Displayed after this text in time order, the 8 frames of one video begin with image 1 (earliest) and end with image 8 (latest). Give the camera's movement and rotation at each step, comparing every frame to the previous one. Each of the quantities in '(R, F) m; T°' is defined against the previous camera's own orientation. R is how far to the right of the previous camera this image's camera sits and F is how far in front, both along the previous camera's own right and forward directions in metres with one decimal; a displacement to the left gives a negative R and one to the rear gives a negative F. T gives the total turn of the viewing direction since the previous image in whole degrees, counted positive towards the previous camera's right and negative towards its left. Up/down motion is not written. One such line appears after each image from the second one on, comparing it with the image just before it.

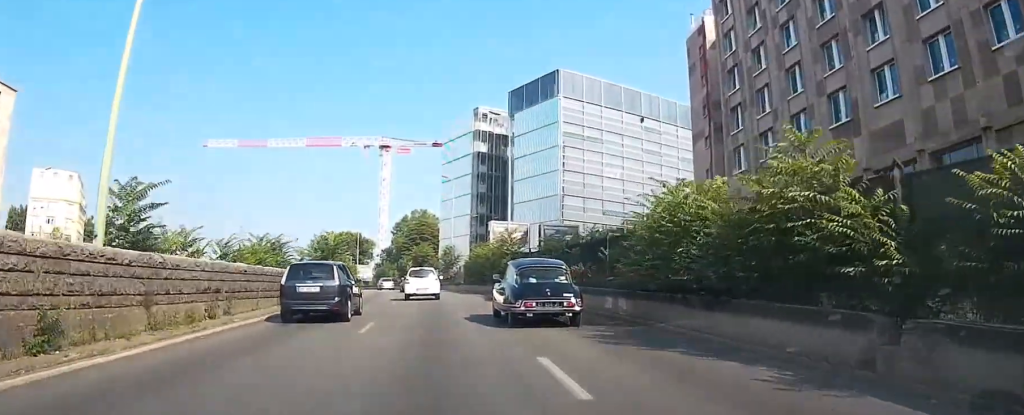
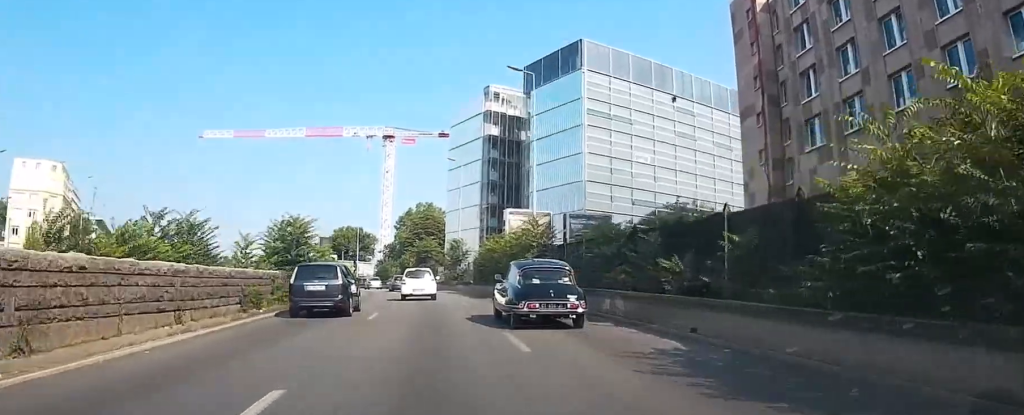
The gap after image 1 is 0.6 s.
(-0.2, +9.9) m; 0°
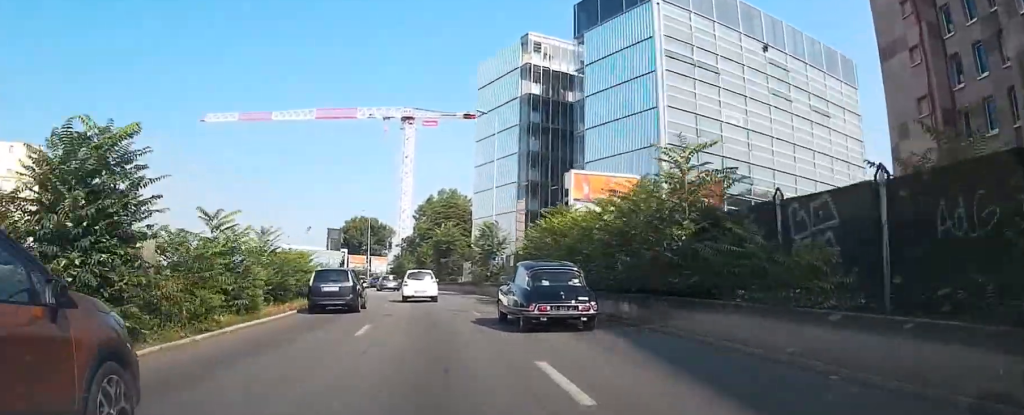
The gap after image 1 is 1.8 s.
(+0.2, +17.6) m; -1°
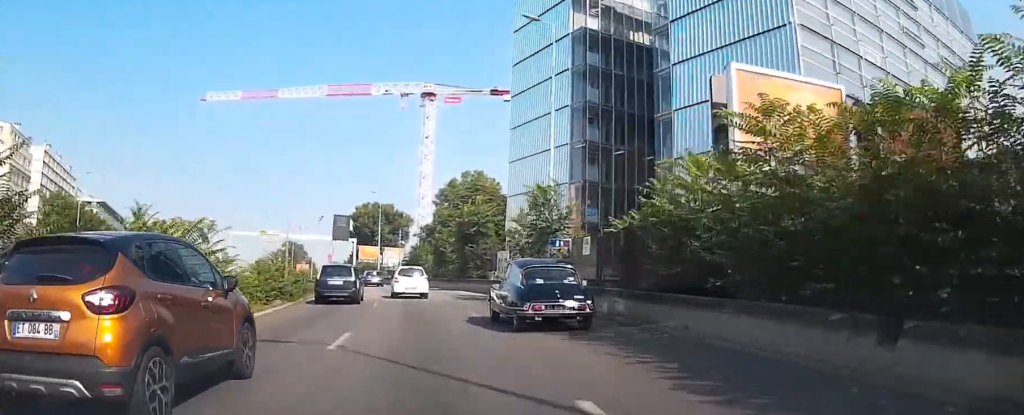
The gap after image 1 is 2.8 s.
(-0.5, +15.9) m; -3°
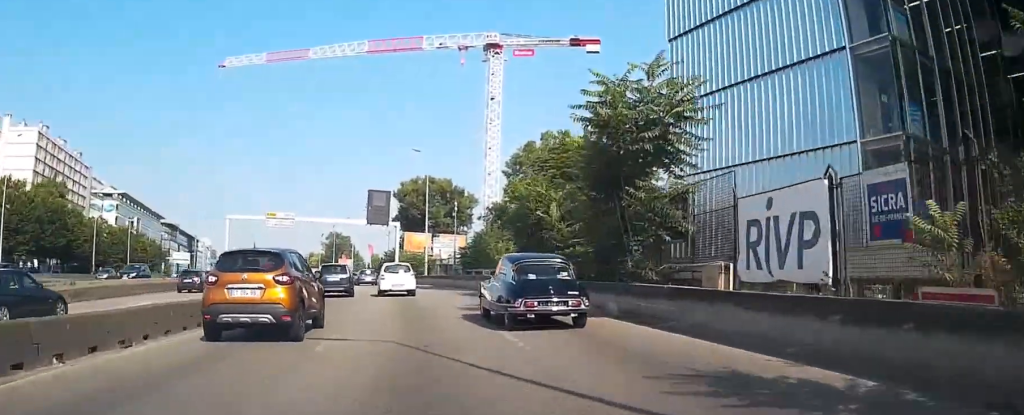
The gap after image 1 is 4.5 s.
(-0.8, +27.3) m; -5°
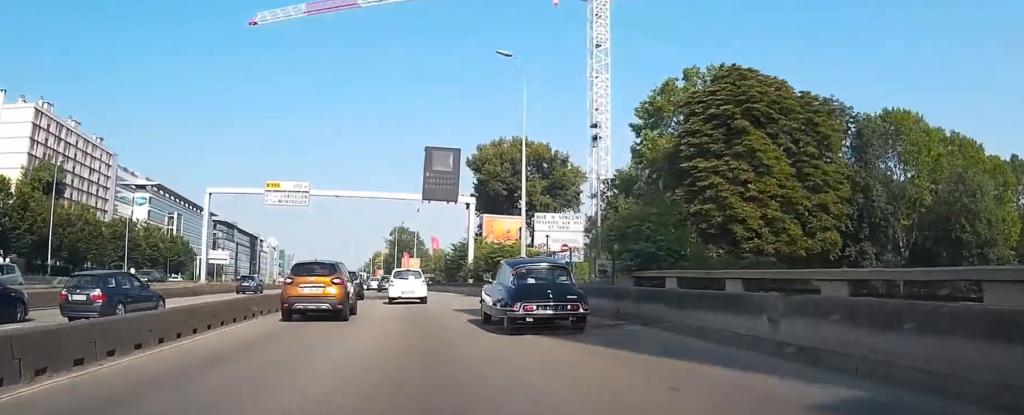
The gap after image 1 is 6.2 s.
(-1.8, +27.6) m; -7°
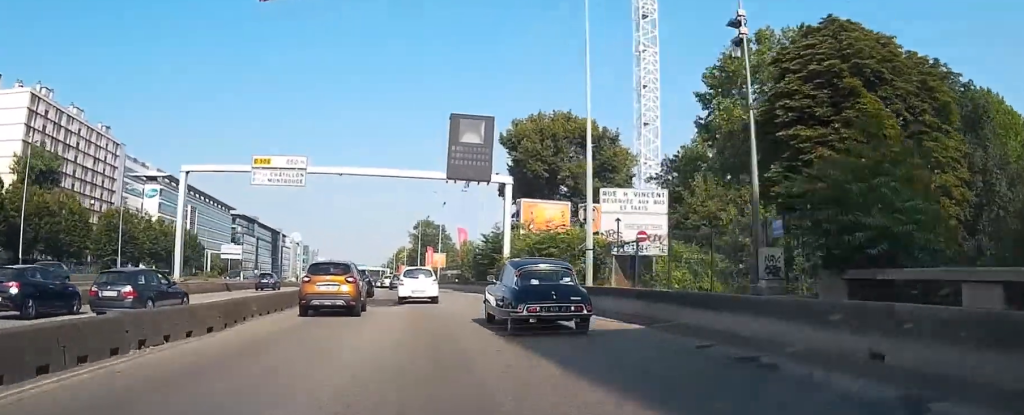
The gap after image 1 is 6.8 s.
(-0.1, +9.3) m; -3°
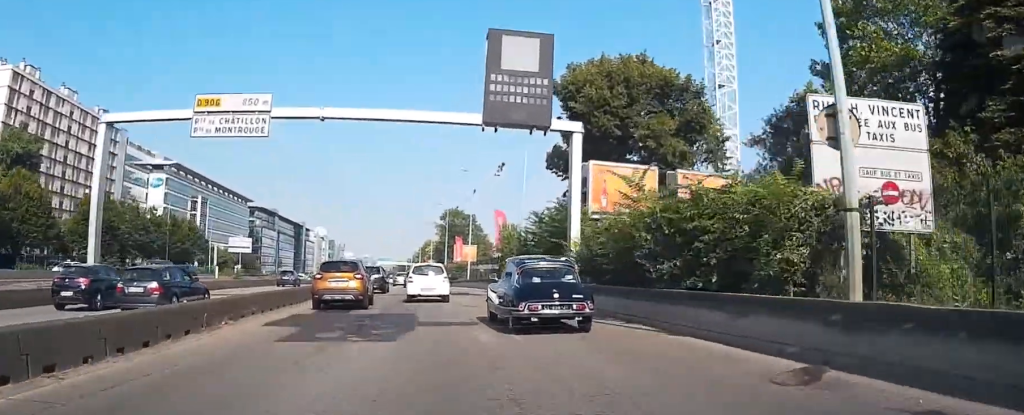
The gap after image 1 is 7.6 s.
(-0.6, +13.3) m; -3°
